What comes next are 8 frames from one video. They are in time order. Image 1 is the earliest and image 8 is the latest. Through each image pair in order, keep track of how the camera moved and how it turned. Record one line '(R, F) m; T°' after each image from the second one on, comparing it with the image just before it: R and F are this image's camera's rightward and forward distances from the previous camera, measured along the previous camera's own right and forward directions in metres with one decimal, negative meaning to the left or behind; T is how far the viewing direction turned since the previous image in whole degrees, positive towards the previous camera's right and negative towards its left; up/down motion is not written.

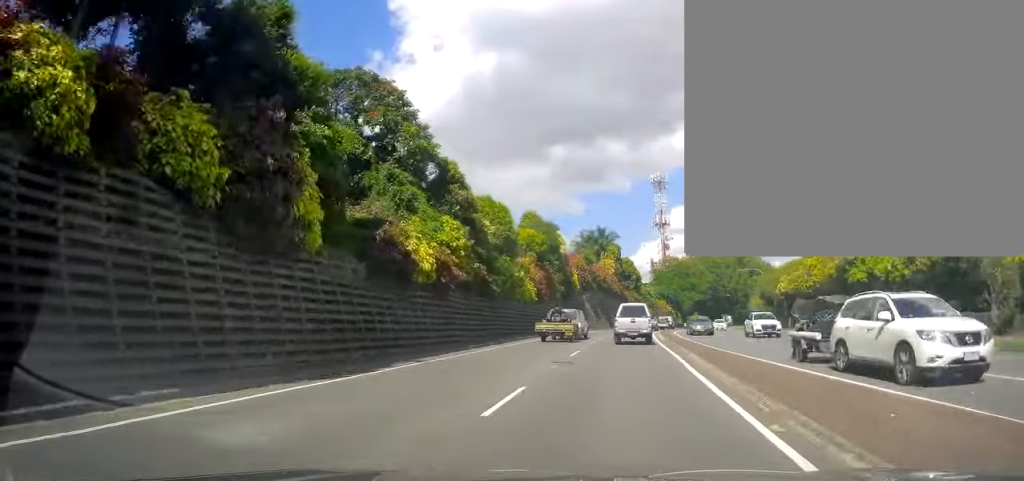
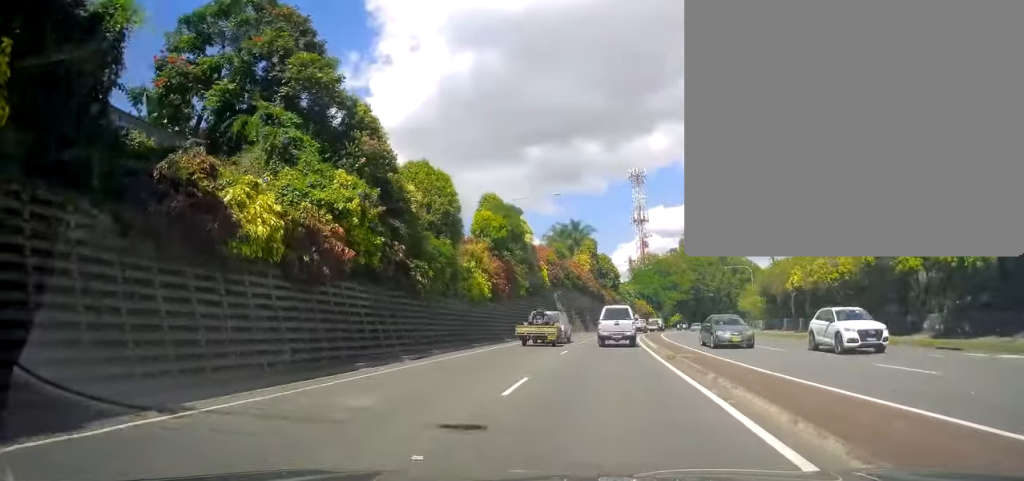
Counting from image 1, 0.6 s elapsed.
(+0.1, +9.8) m; +3°
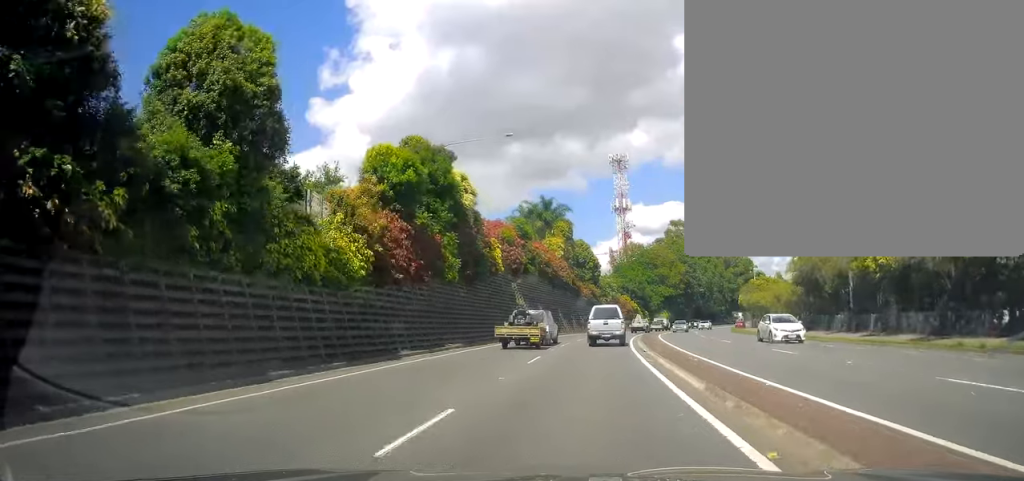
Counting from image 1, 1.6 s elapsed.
(+0.7, +16.8) m; +5°
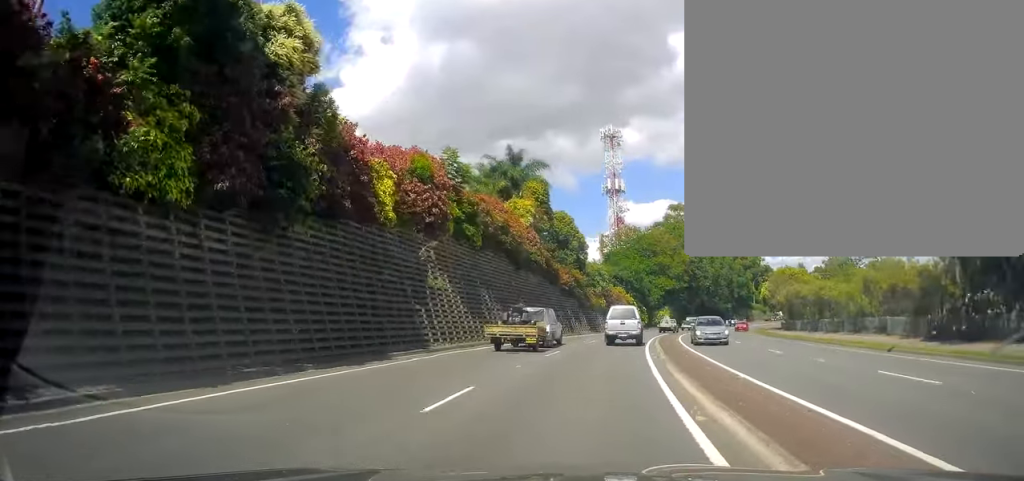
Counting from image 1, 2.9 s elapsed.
(+1.0, +21.4) m; +2°
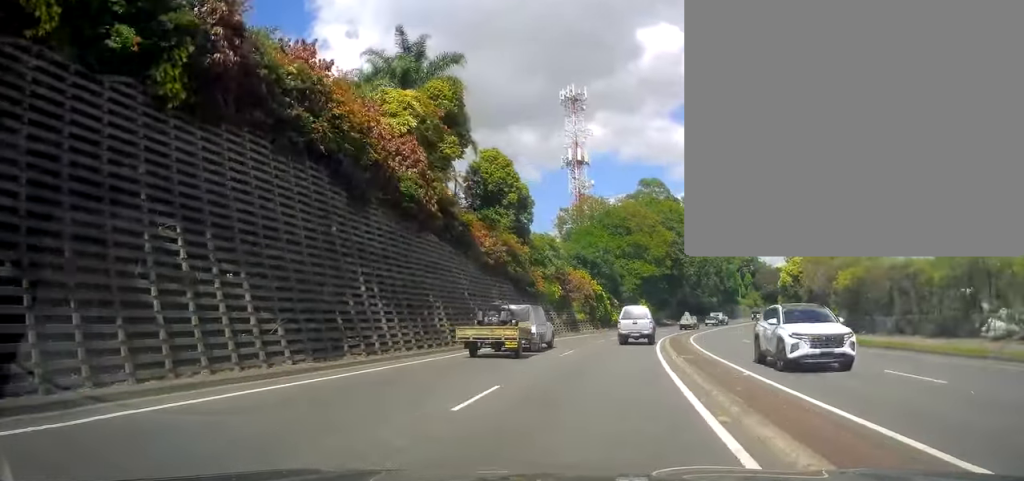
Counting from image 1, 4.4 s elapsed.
(-0.2, +23.0) m; +1°
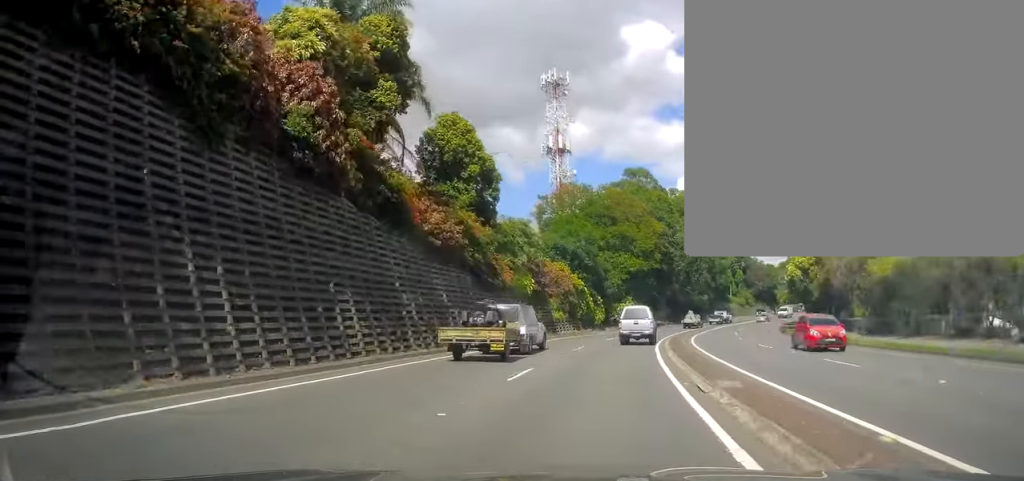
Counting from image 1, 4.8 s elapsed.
(-0.1, +7.4) m; +2°
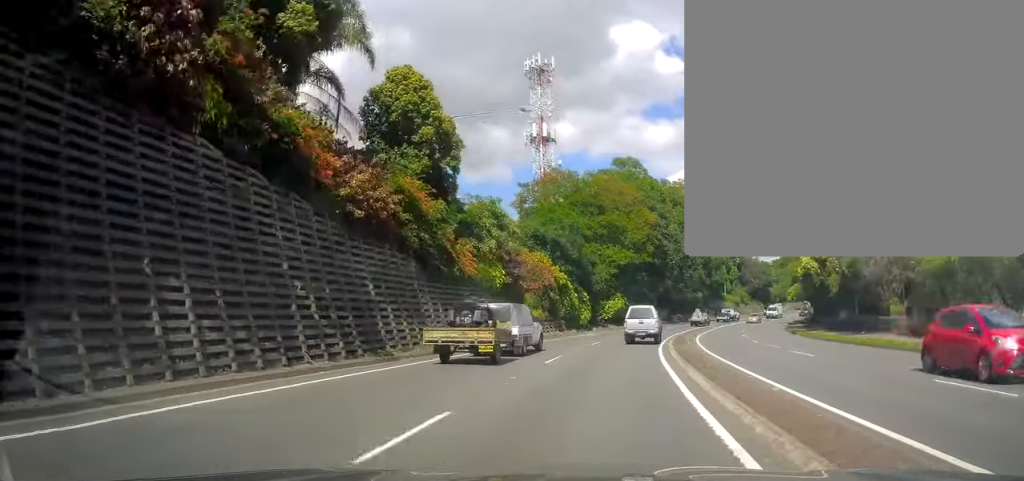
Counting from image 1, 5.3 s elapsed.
(0.0, +6.9) m; +2°
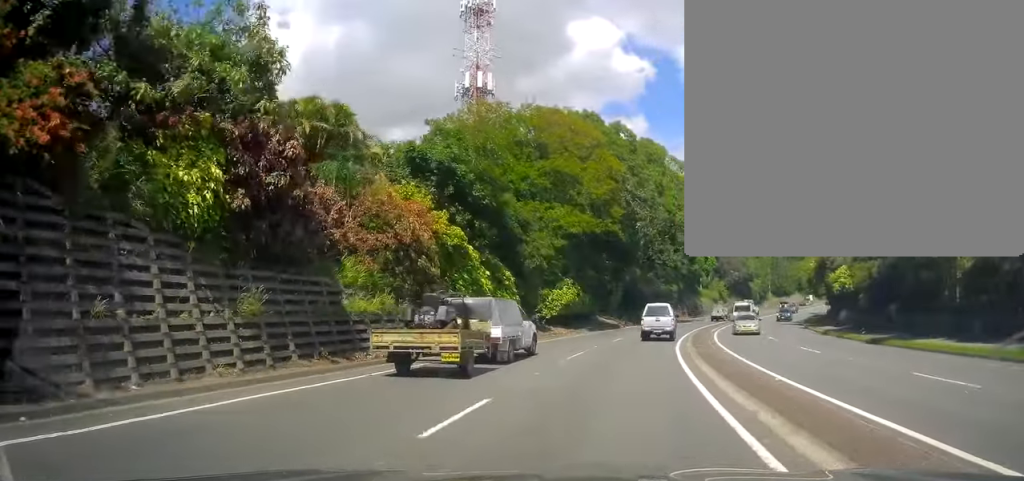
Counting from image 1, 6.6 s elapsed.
(+1.5, +22.3) m; +6°
